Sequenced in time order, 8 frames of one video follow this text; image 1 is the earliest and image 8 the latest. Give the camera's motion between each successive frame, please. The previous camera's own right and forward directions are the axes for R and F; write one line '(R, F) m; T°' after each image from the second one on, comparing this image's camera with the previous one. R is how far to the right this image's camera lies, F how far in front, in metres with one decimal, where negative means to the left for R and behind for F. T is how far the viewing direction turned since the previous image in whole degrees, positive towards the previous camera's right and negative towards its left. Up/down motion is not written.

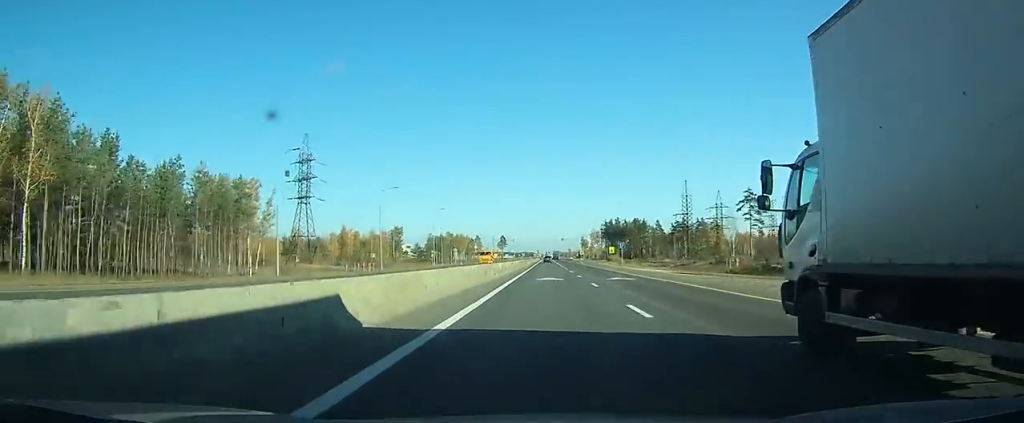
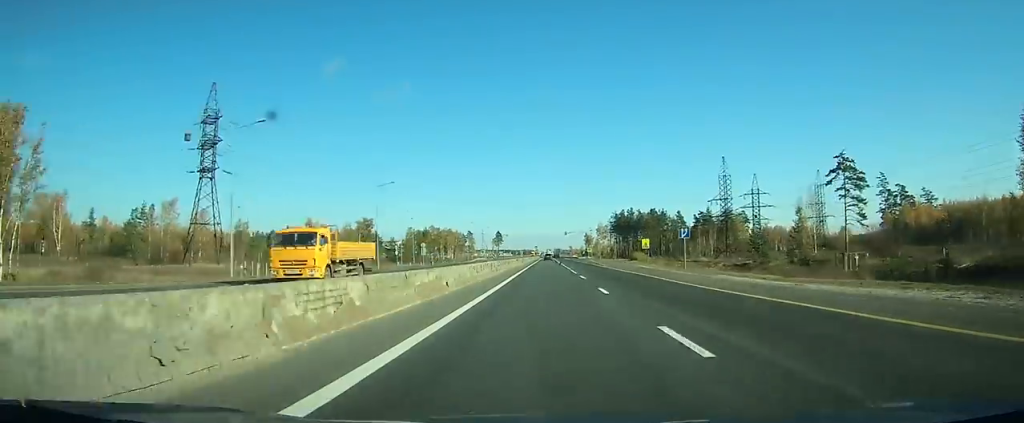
(0.0, +39.7) m; 0°
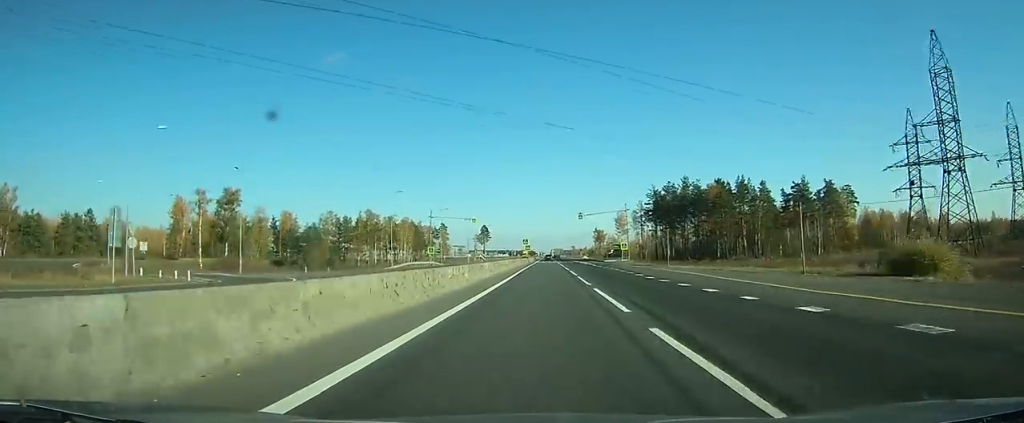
(0.0, +83.4) m; 0°
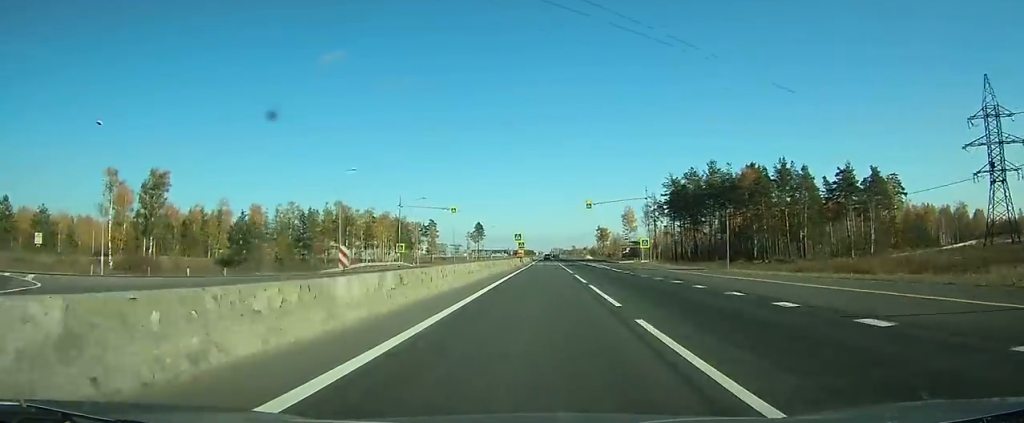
(-0.1, +23.7) m; 0°
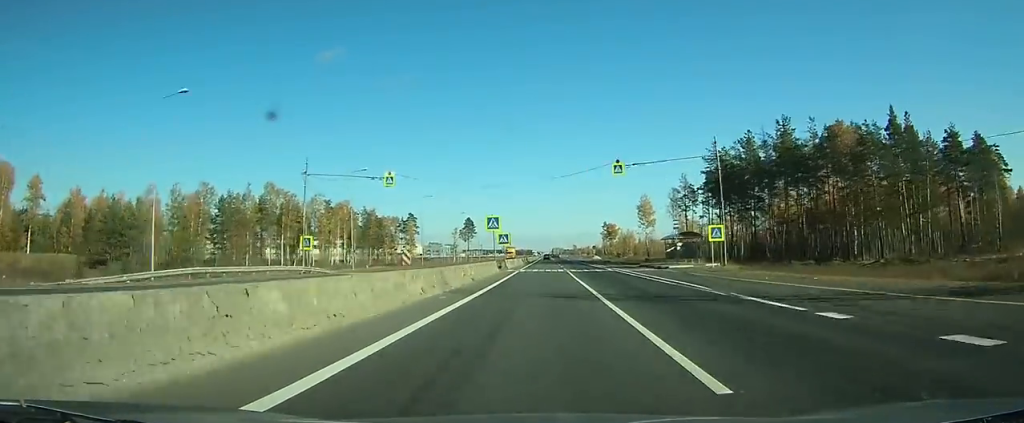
(-0.1, +36.4) m; 0°
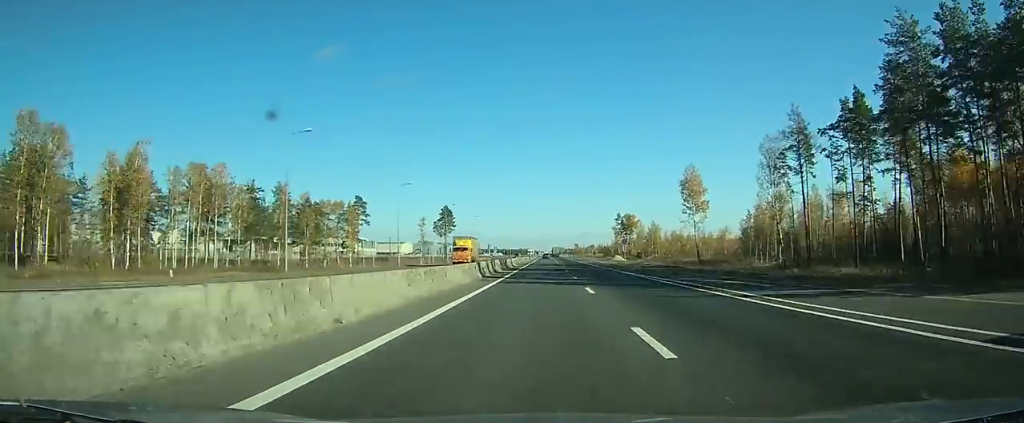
(0.0, +57.3) m; 0°
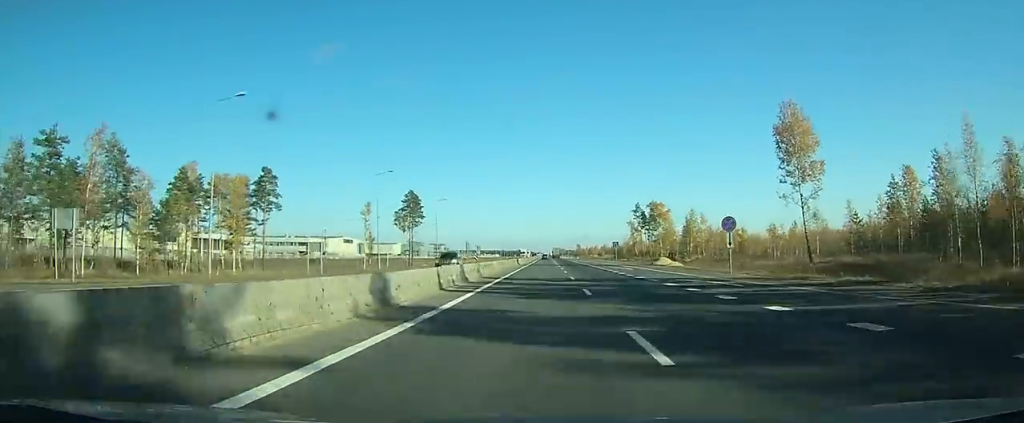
(+0.1, +48.4) m; 0°
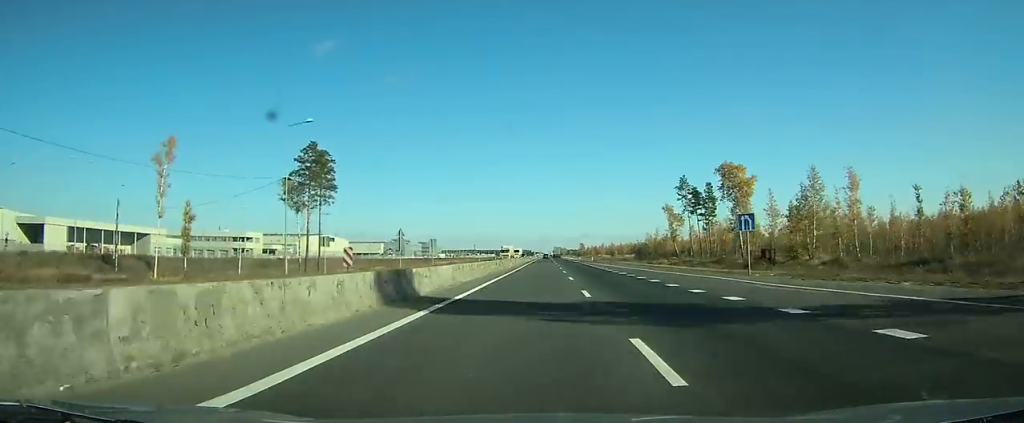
(-0.1, +58.6) m; 0°
